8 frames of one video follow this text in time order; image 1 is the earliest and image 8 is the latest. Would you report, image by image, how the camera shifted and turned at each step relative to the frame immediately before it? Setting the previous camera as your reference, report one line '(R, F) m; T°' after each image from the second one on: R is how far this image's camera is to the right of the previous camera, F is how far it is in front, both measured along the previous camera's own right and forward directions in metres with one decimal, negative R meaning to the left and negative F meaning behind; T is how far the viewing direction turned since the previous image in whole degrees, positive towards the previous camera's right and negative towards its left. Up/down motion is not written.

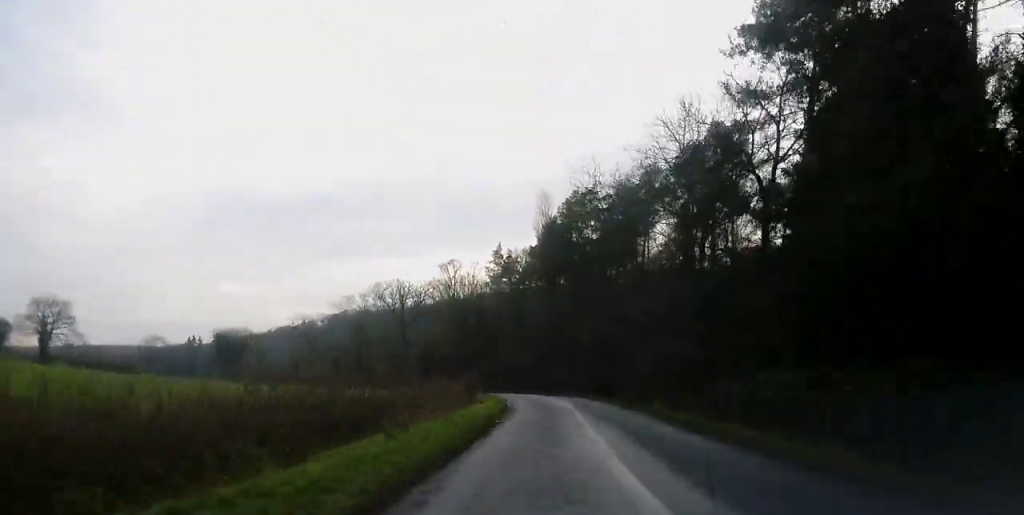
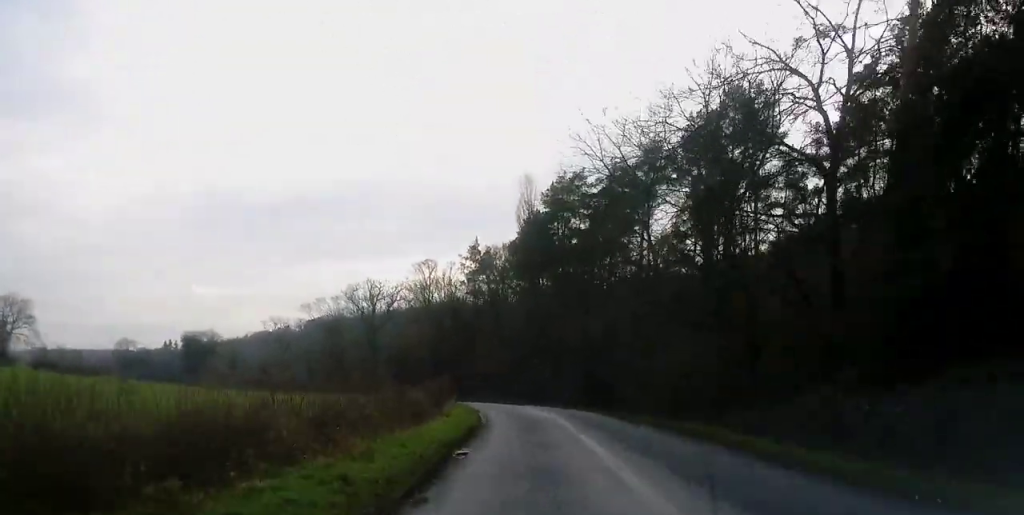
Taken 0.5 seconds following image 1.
(+0.4, +10.1) m; +2°
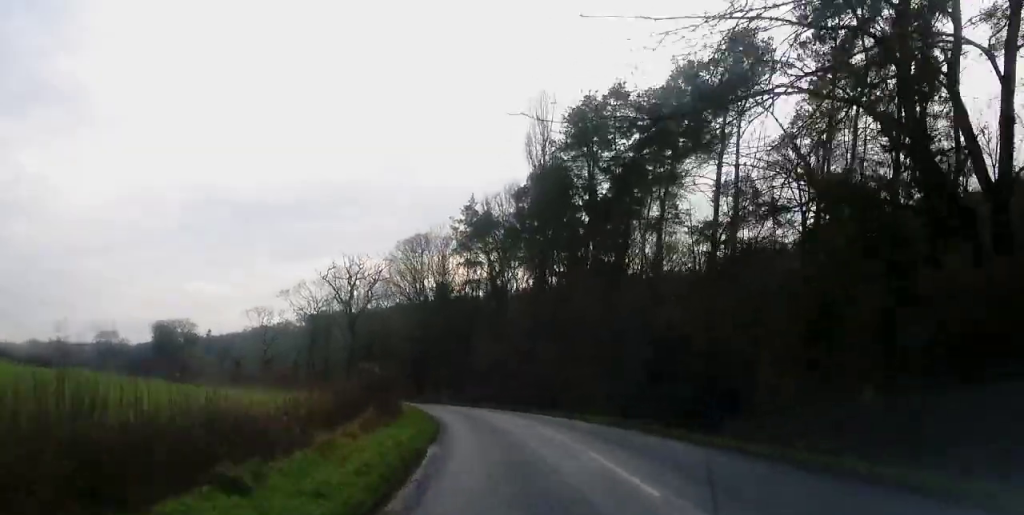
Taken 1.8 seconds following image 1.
(+0.1, +23.2) m; -1°
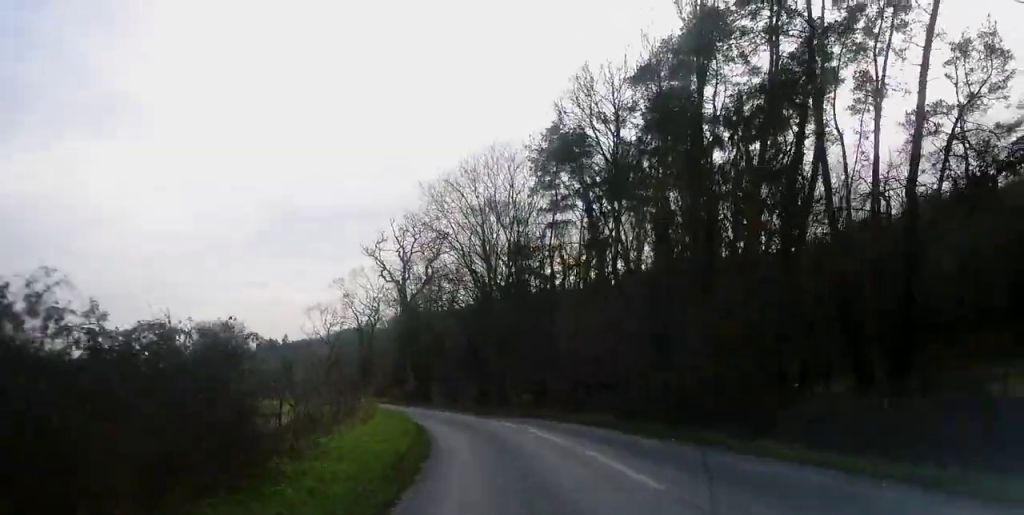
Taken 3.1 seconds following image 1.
(-1.1, +24.9) m; -6°
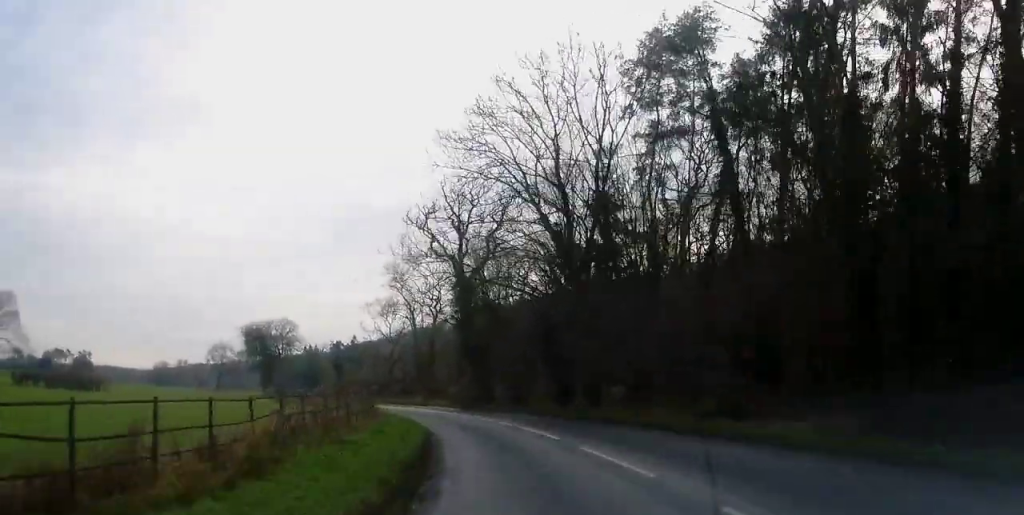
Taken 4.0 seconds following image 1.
(-0.7, +15.7) m; -5°
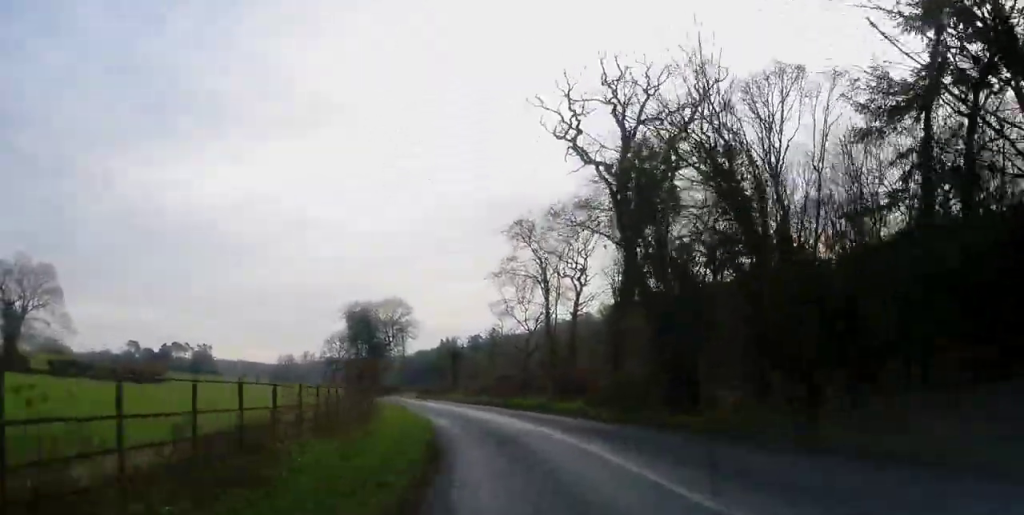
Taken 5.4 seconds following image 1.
(-2.3, +28.2) m; -10°
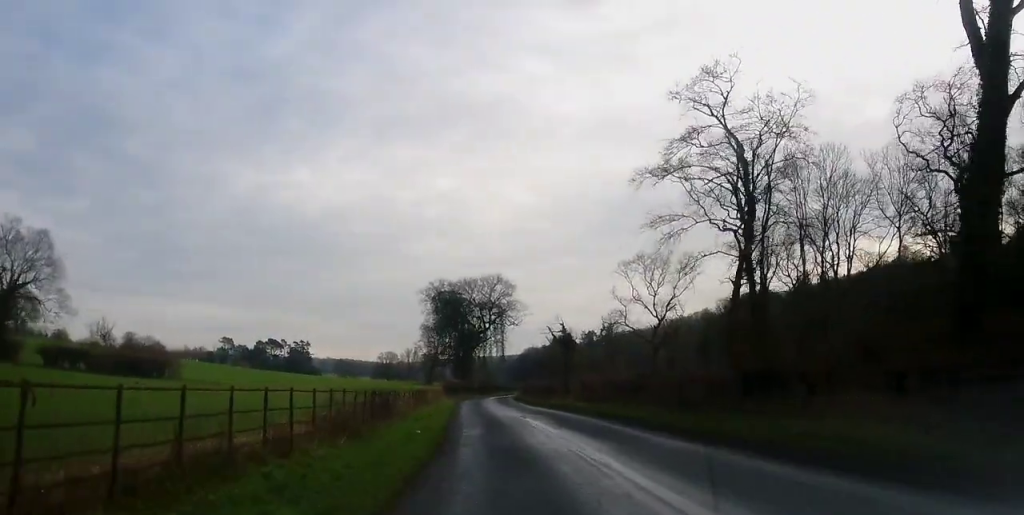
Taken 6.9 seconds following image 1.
(-2.2, +28.5) m; -8°
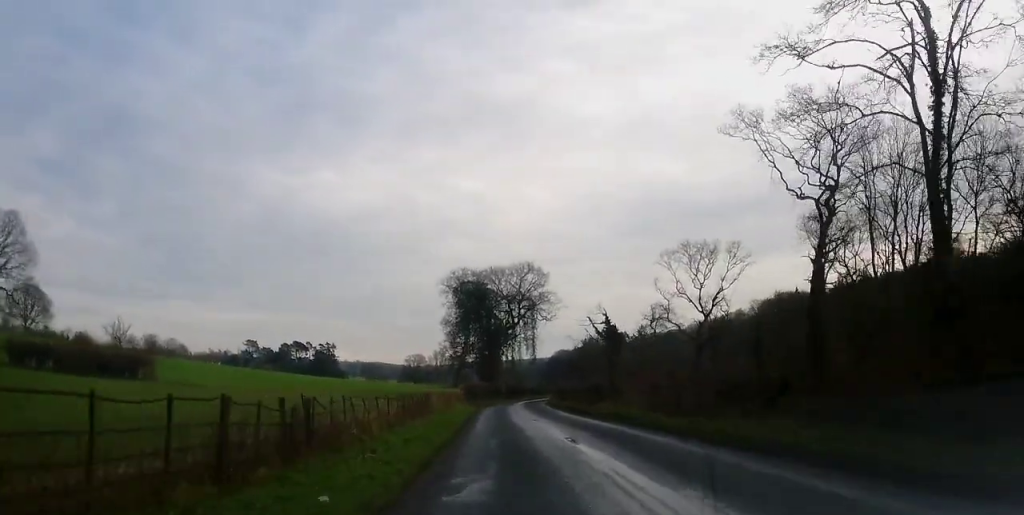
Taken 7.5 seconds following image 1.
(-0.3, +12.7) m; -2°
